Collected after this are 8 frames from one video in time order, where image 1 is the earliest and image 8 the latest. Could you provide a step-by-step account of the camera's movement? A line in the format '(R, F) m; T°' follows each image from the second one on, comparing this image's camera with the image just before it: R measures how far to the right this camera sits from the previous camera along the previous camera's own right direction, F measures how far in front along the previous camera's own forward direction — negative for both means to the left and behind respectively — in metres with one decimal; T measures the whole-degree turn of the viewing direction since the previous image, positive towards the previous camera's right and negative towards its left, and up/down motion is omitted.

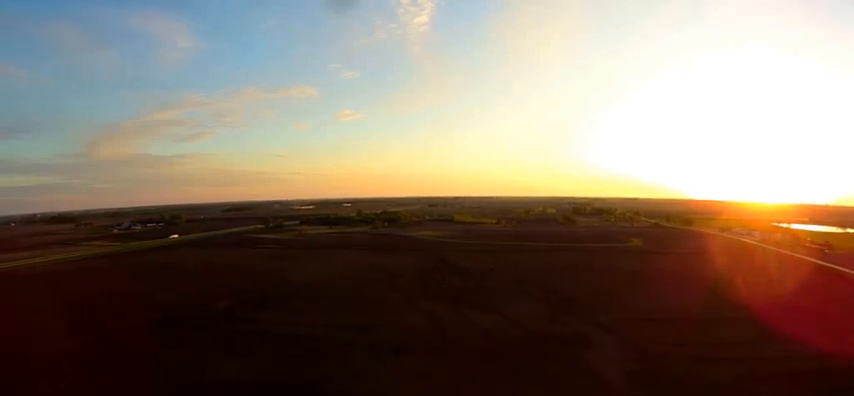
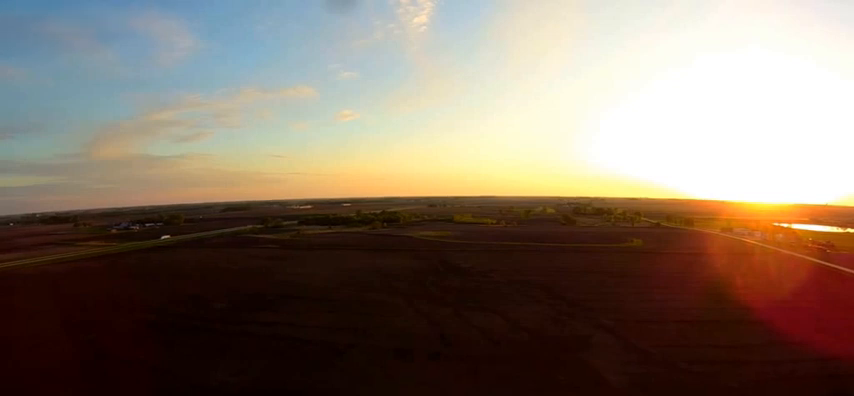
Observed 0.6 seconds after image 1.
(0.0, +4.0) m; 0°
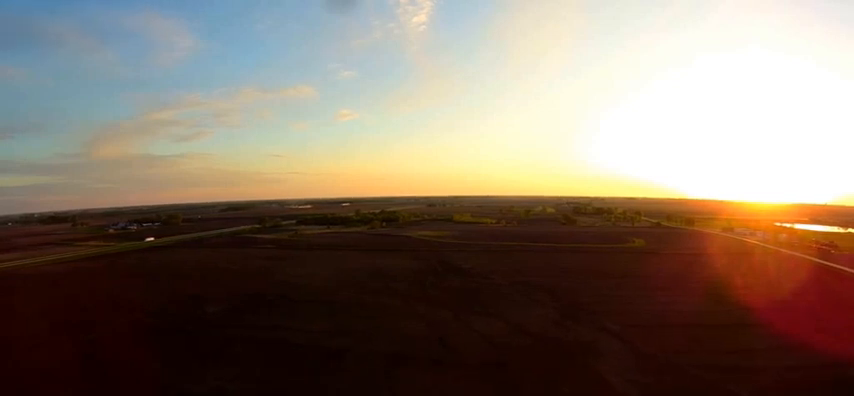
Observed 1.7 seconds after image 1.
(+0.1, +7.3) m; 0°
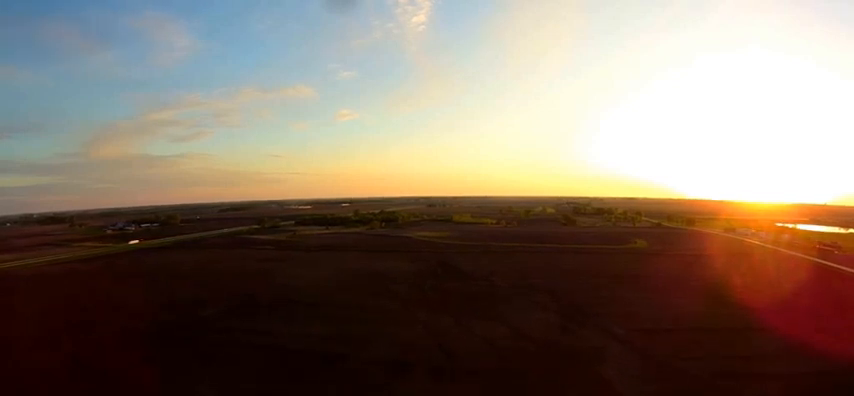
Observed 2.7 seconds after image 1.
(0.0, +6.6) m; 0°
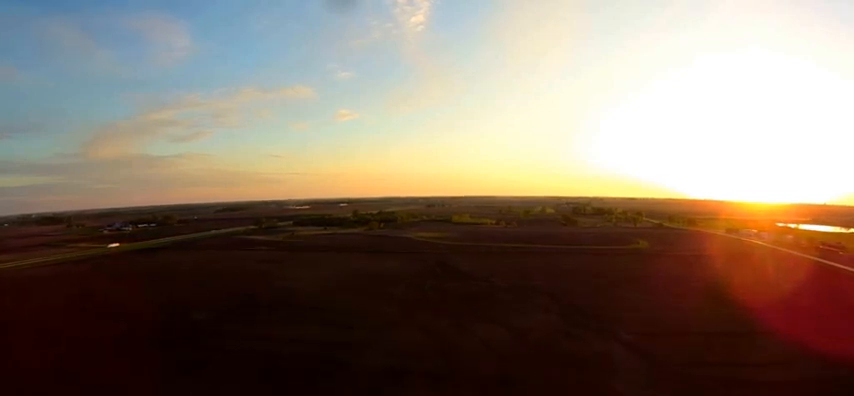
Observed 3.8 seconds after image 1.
(+0.1, +7.6) m; +1°
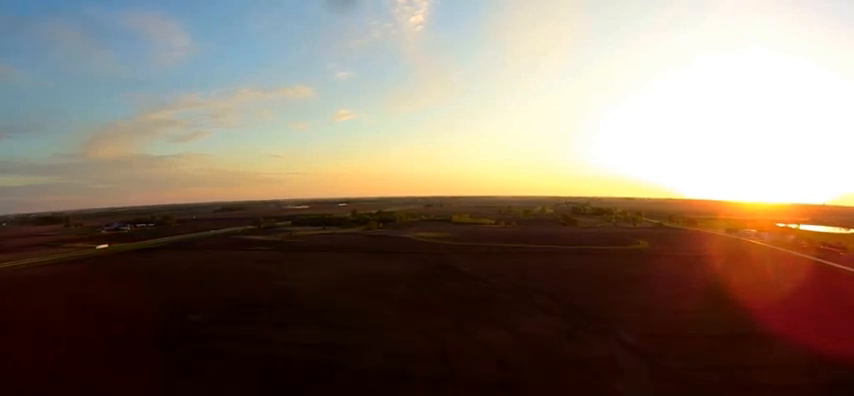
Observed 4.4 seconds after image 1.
(0.0, +3.8) m; +1°
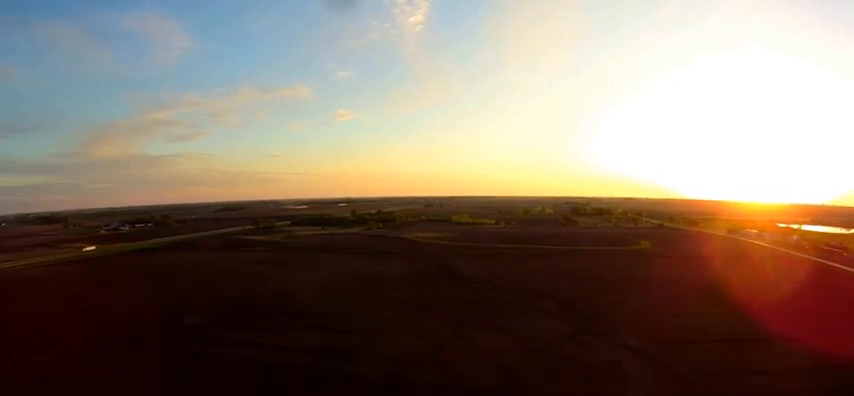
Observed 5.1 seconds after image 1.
(0.0, +4.4) m; 0°
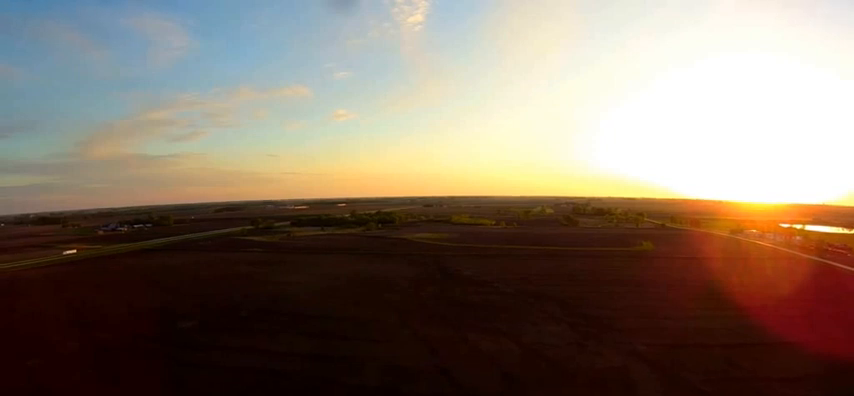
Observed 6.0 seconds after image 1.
(0.0, +6.2) m; 0°
